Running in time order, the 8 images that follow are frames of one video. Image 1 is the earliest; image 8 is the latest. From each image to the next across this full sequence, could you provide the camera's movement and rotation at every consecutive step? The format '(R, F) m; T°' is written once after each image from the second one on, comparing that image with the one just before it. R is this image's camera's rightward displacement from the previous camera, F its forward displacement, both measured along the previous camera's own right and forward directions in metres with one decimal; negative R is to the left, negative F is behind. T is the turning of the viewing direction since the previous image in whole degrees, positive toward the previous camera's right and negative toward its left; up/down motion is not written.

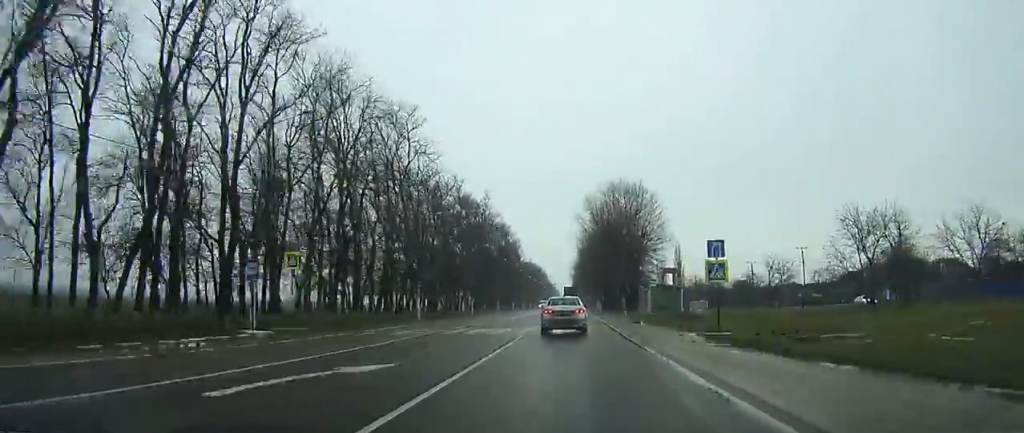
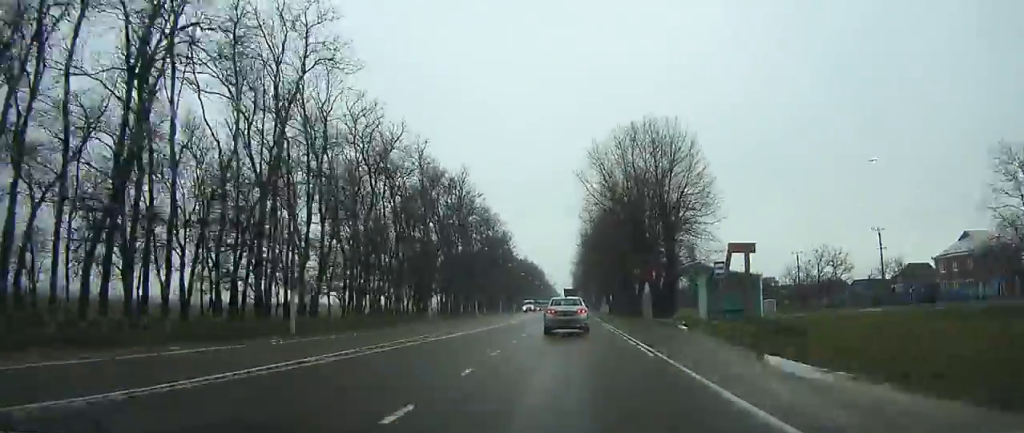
(+0.8, +25.3) m; -2°
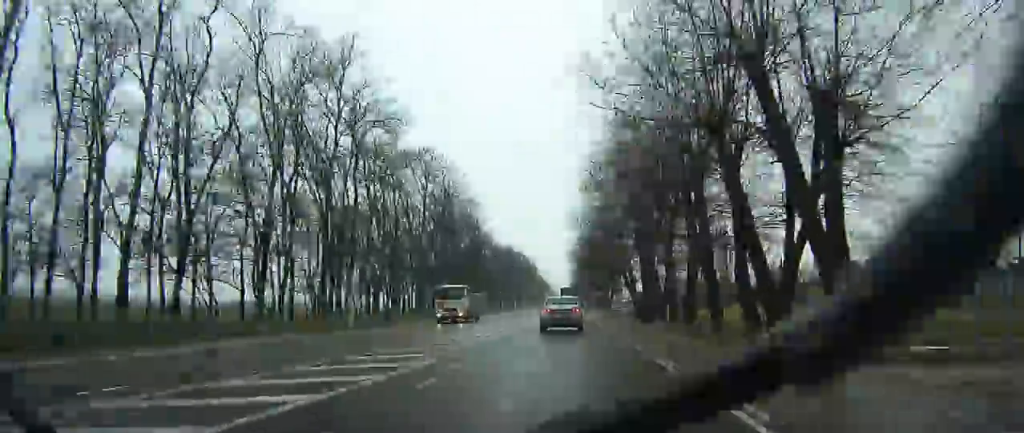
(-3.9, +51.3) m; -6°
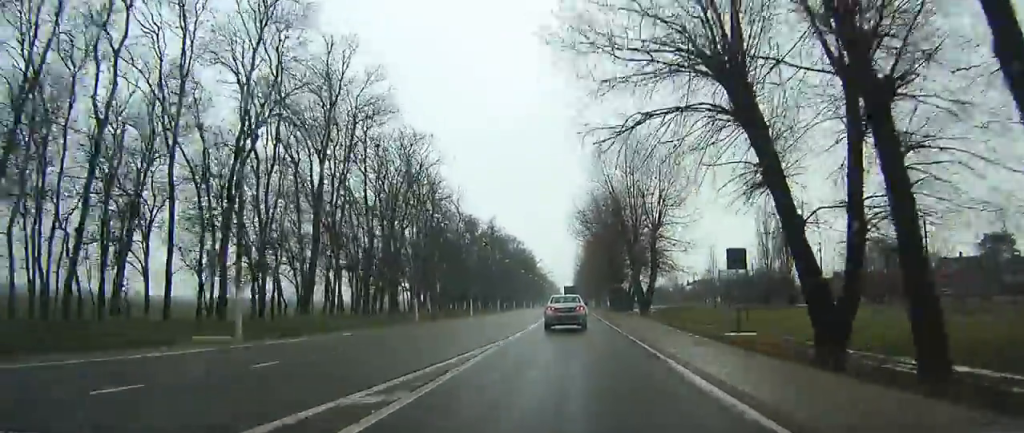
(+1.8, +46.6) m; +3°
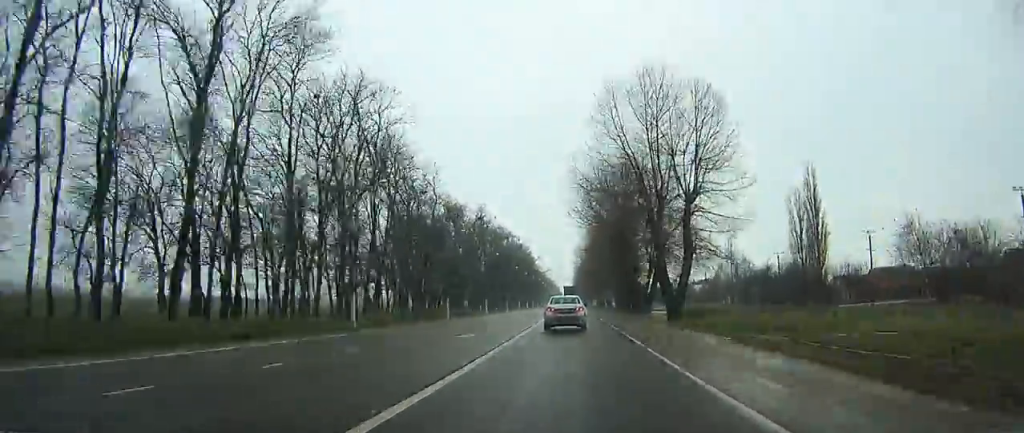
(+0.2, +16.5) m; 0°
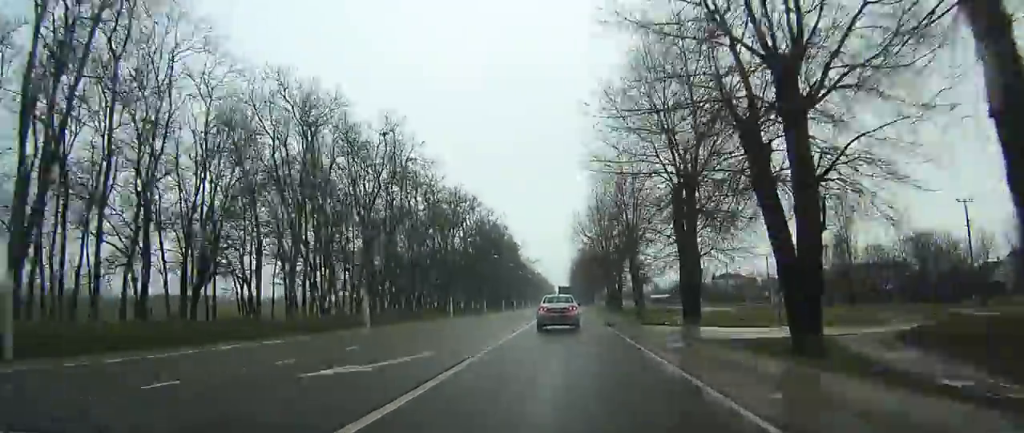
(+0.1, +56.5) m; -1°
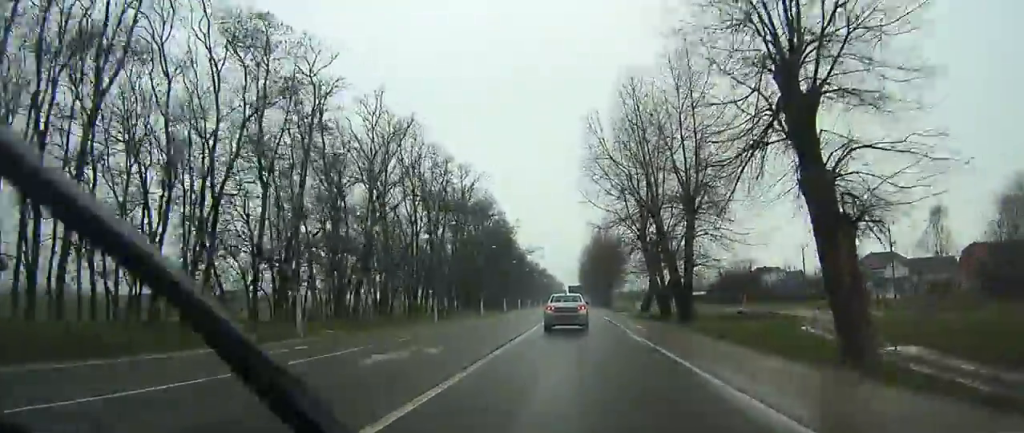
(-0.2, +41.6) m; 0°
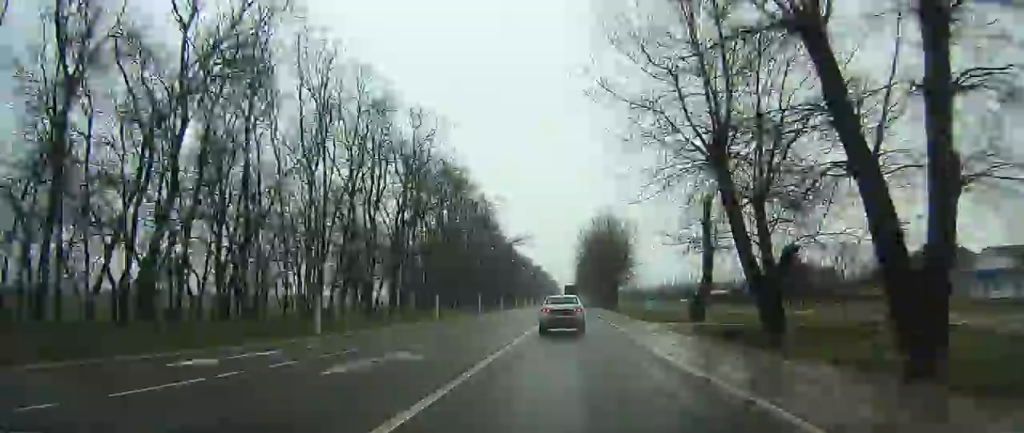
(+0.2, +26.6) m; 0°
